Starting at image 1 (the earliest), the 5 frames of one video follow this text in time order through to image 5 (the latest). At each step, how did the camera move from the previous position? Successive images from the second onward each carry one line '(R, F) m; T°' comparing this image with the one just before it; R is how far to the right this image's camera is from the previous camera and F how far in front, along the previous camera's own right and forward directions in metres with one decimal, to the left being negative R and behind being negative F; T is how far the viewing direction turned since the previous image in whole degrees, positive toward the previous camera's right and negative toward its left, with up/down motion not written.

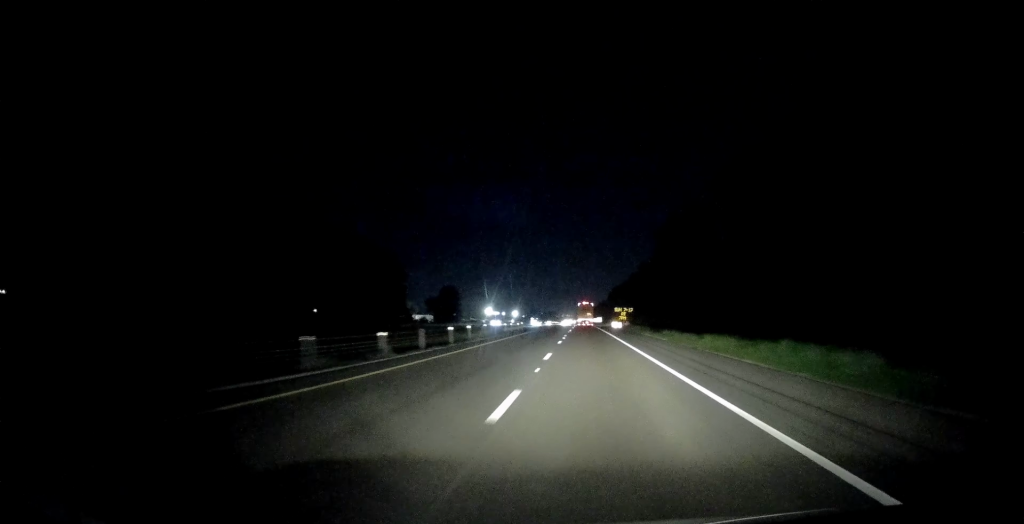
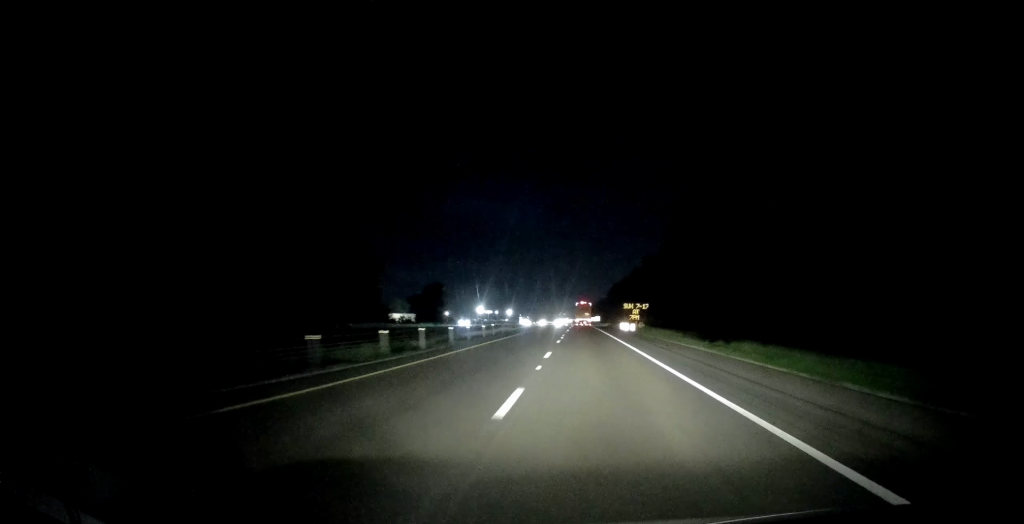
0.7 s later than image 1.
(-0.5, +23.8) m; +1°
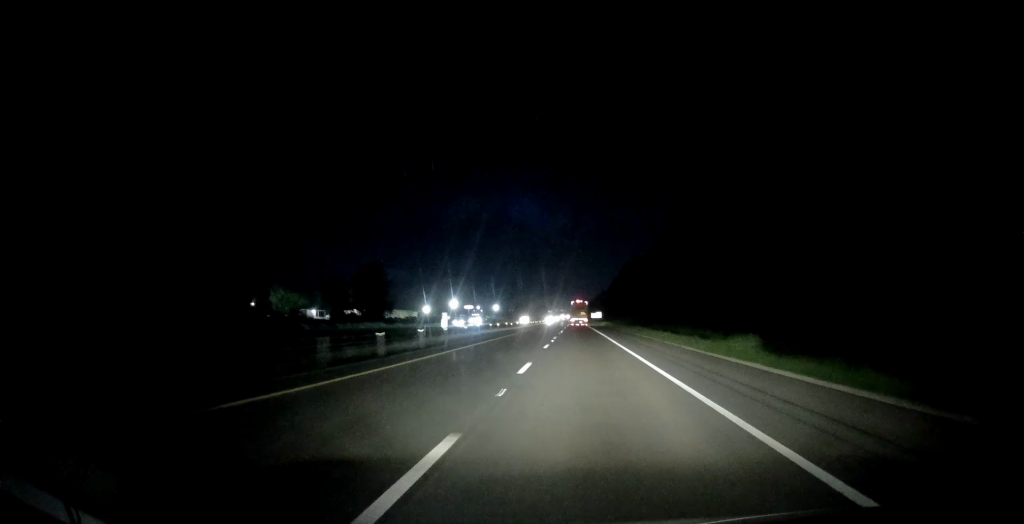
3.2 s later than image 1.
(+1.4, +78.9) m; +1°
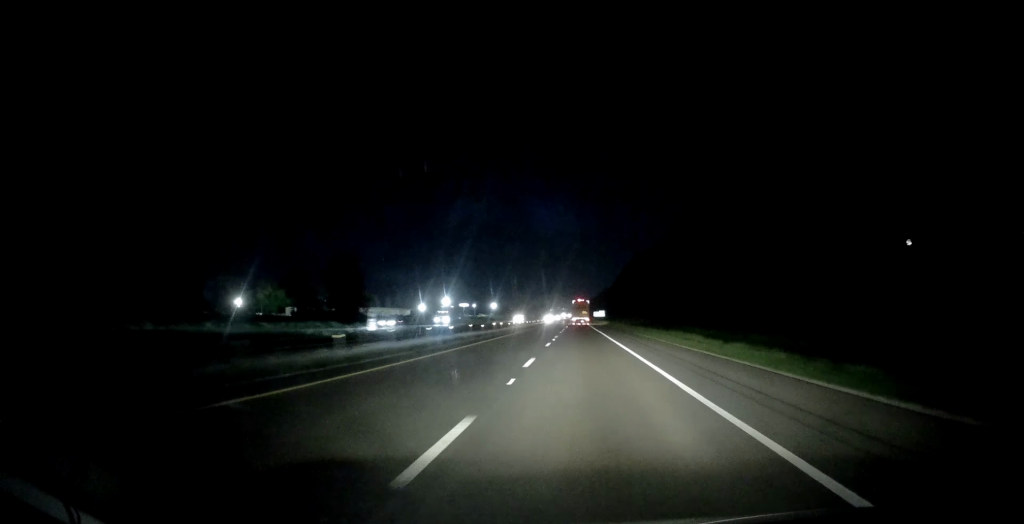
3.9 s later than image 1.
(0.0, +22.7) m; 0°
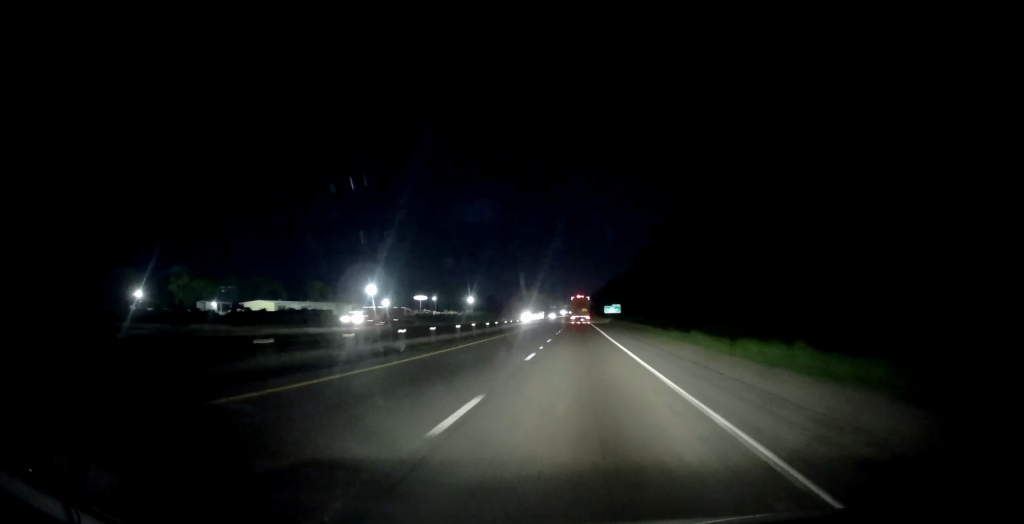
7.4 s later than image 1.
(-0.3, +113.8) m; 0°
